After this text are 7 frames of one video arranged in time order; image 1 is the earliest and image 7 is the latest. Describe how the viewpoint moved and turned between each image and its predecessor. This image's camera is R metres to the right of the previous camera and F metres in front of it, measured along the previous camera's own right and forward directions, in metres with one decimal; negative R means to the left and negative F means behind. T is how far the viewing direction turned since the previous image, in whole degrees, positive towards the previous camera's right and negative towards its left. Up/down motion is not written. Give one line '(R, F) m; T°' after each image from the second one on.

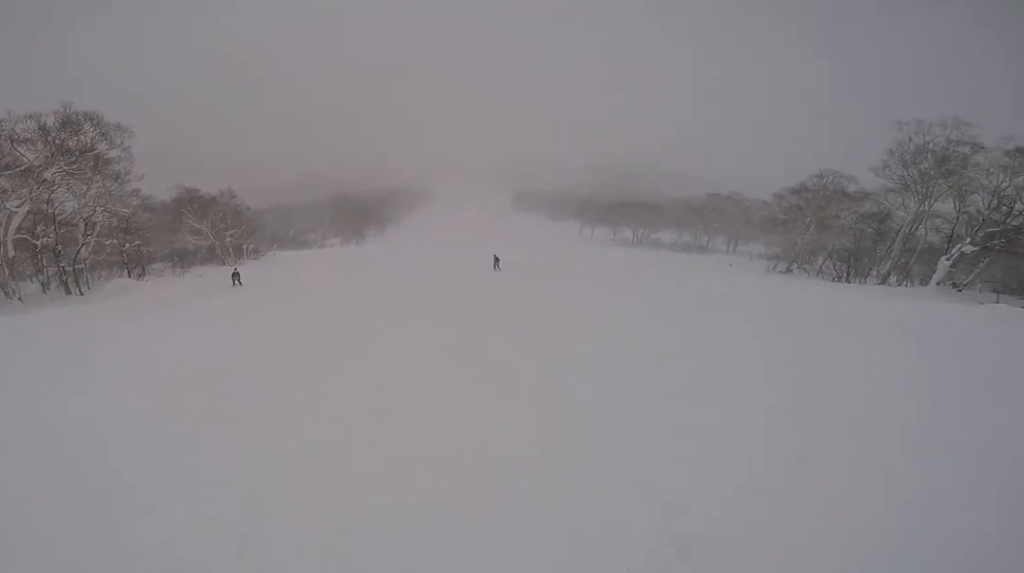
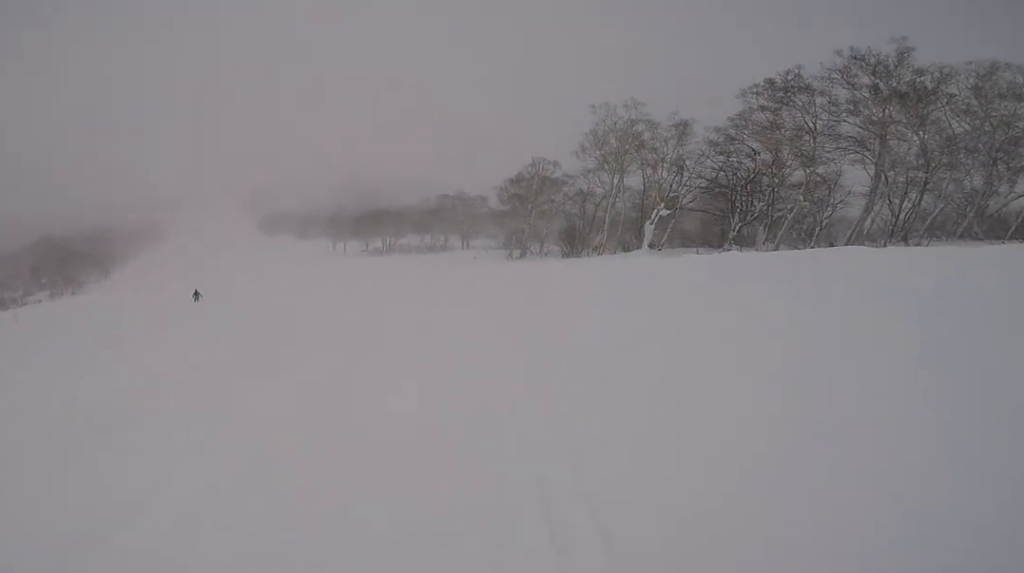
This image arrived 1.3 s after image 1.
(+1.4, +3.5) m; +39°
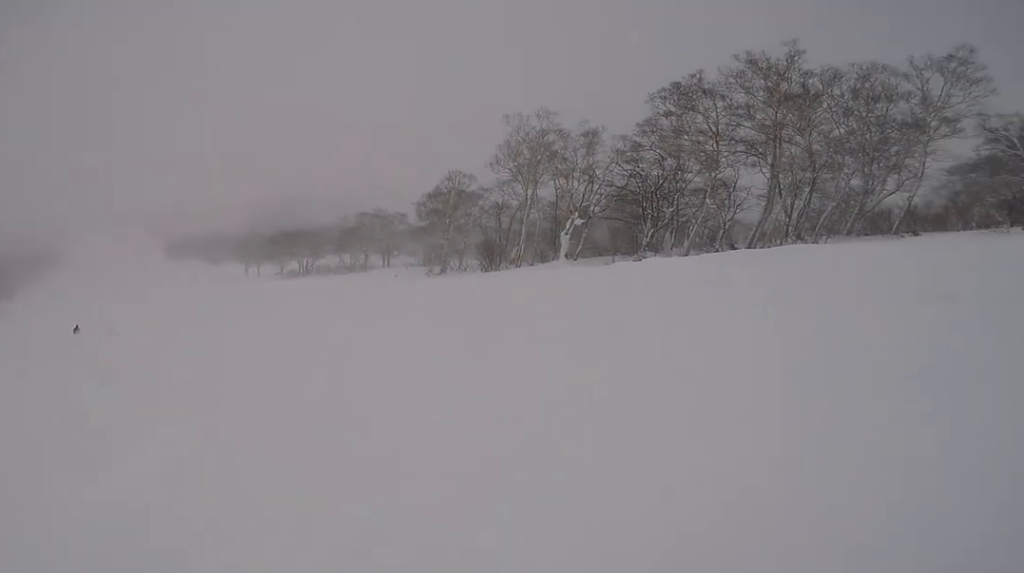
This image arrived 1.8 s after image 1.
(+0.7, +1.8) m; -2°
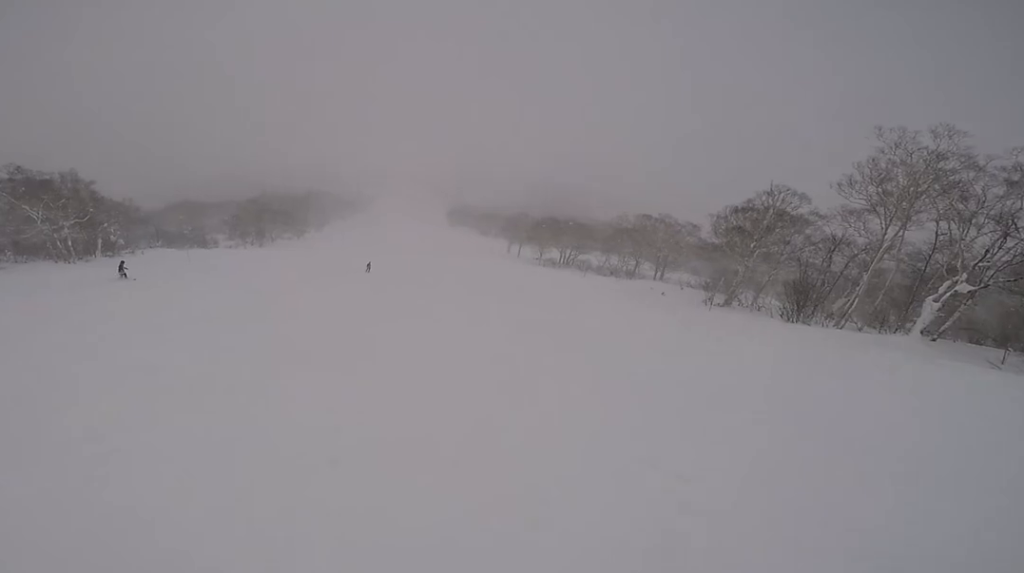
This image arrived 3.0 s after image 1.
(-1.2, +4.5) m; -30°
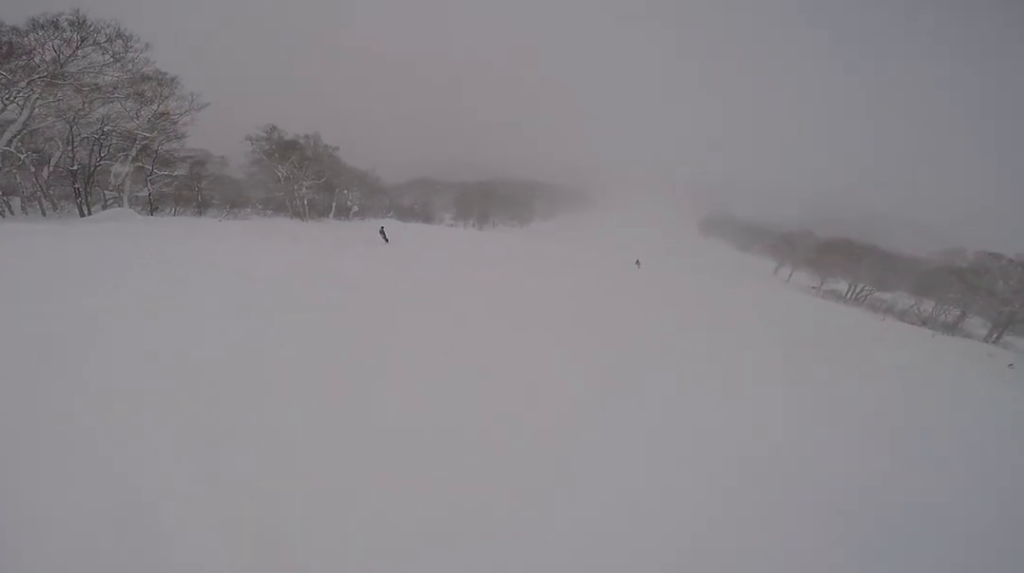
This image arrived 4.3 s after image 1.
(-1.1, +4.7) m; -35°
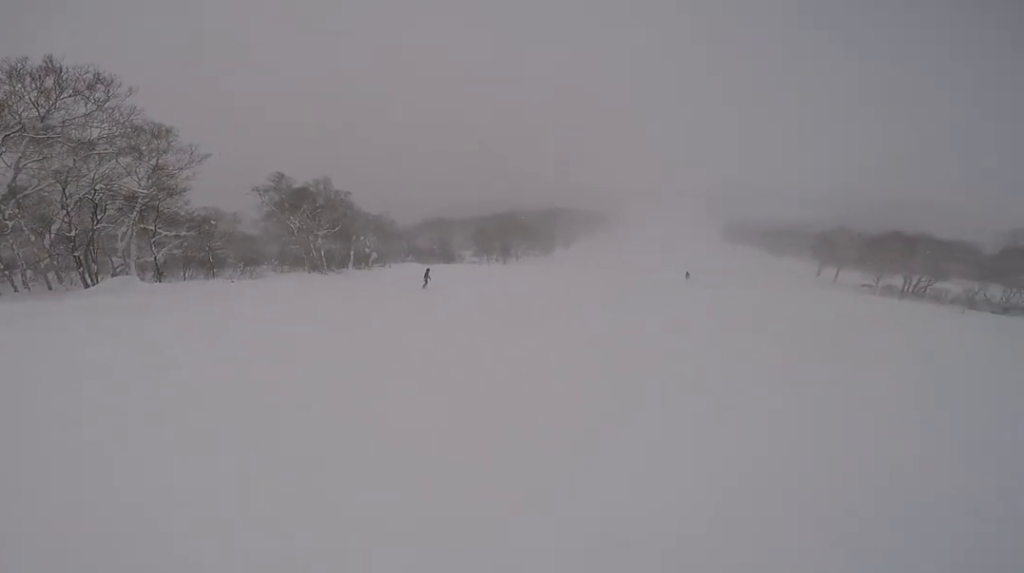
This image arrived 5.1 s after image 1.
(-1.4, +4.0) m; -7°
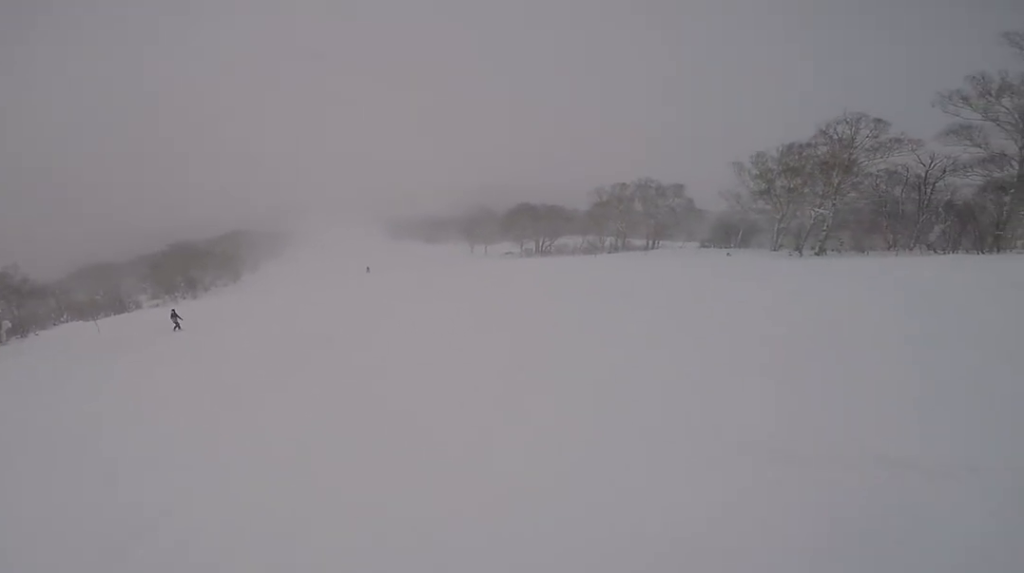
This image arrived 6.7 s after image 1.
(+3.5, +5.7) m; +52°
